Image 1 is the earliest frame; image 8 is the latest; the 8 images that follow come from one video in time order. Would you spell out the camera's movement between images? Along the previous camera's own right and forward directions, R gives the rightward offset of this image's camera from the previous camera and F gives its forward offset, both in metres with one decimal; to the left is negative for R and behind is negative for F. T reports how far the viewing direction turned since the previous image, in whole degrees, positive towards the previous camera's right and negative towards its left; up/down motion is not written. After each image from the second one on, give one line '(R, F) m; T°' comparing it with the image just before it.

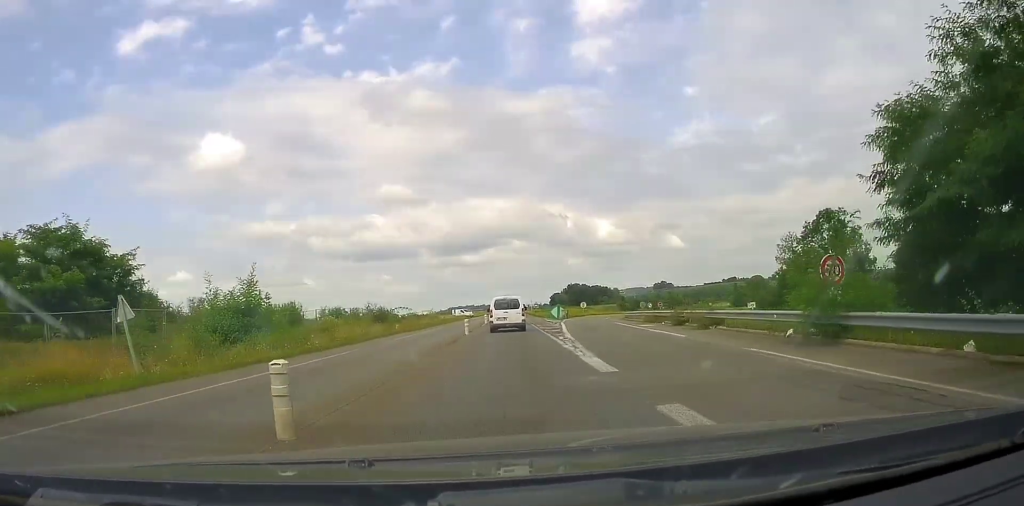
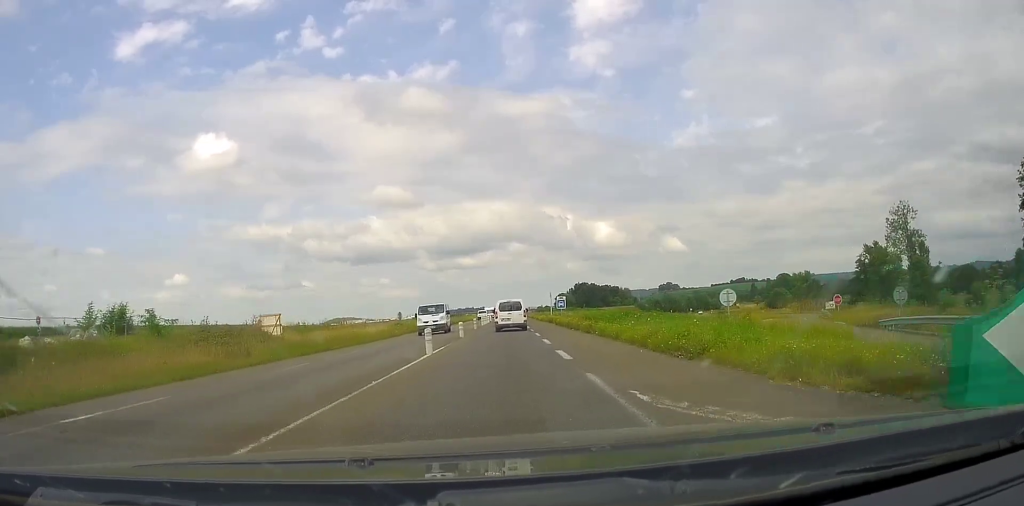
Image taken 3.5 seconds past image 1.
(+0.6, +60.6) m; +2°
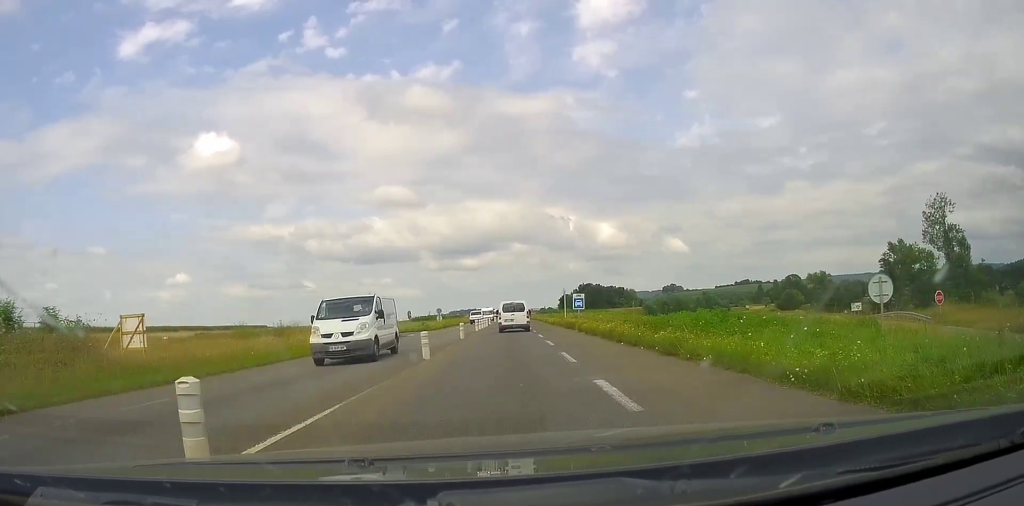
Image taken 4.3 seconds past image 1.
(0.0, +13.3) m; -2°
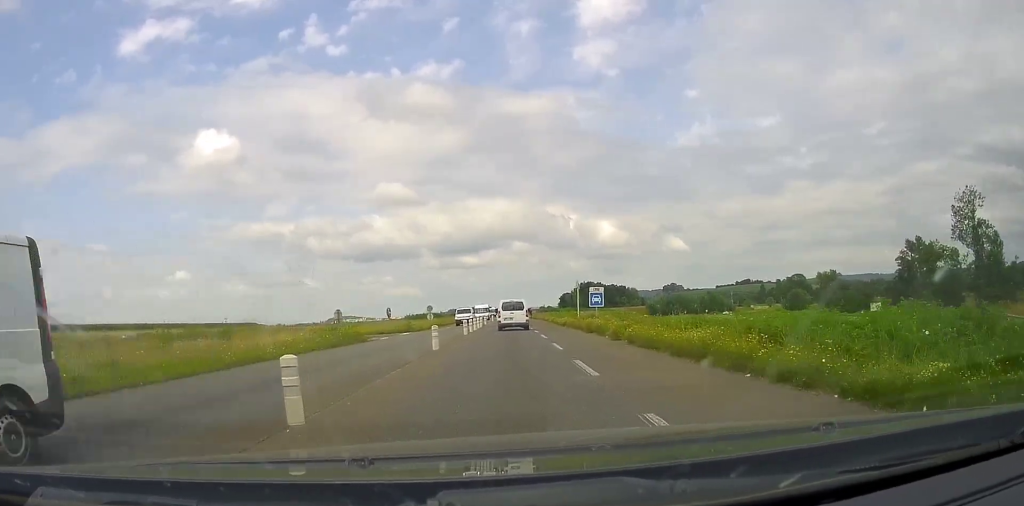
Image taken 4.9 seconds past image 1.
(-0.2, +9.8) m; -1°
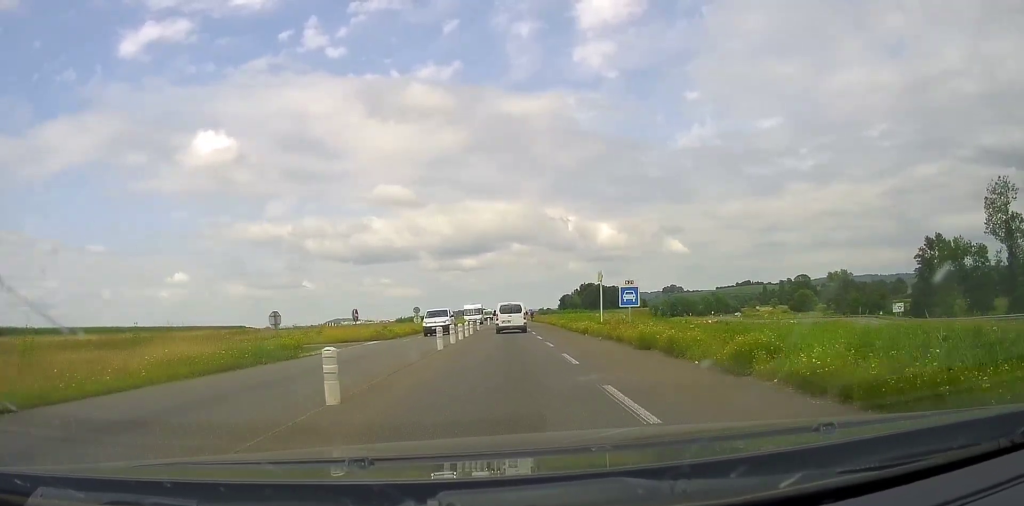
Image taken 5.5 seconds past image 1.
(-0.3, +10.3) m; -1°
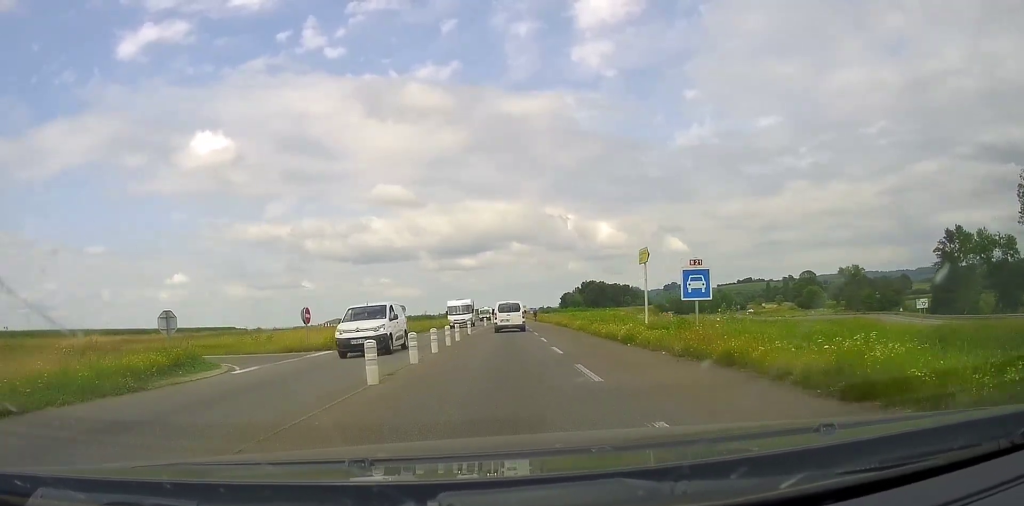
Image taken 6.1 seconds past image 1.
(+0.2, +9.6) m; +1°
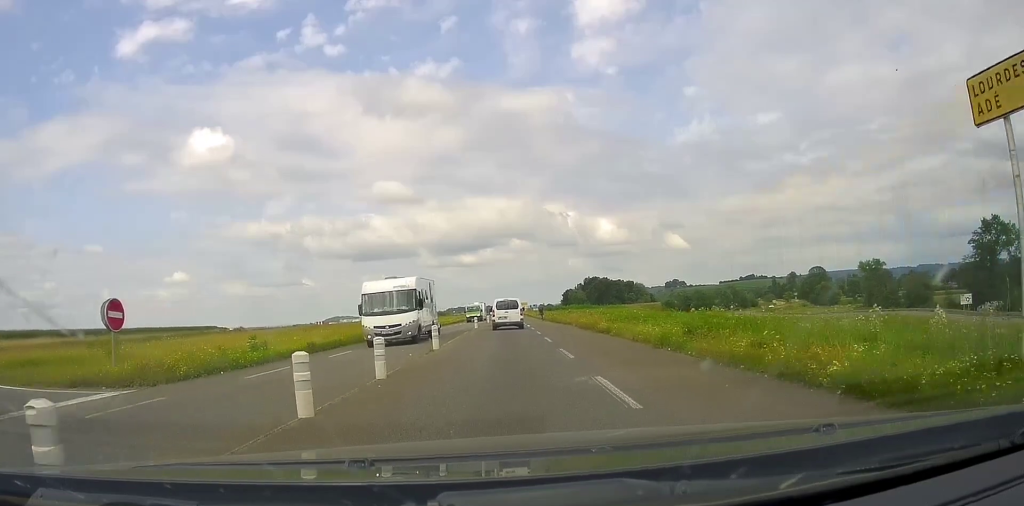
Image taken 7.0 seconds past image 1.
(+0.3, +15.8) m; 0°
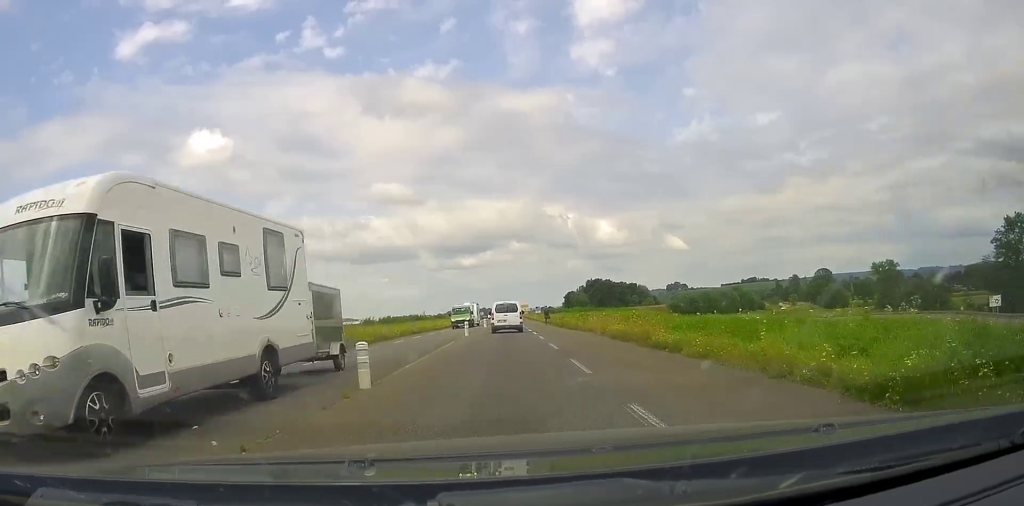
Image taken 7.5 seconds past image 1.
(+0.2, +9.4) m; -1°
